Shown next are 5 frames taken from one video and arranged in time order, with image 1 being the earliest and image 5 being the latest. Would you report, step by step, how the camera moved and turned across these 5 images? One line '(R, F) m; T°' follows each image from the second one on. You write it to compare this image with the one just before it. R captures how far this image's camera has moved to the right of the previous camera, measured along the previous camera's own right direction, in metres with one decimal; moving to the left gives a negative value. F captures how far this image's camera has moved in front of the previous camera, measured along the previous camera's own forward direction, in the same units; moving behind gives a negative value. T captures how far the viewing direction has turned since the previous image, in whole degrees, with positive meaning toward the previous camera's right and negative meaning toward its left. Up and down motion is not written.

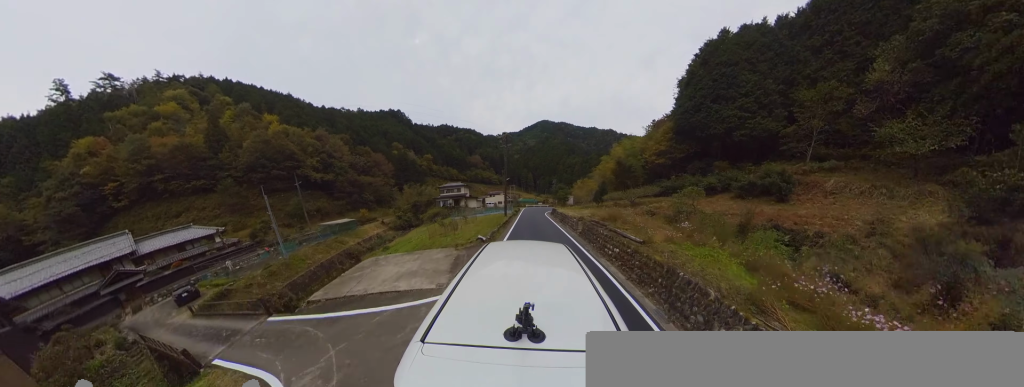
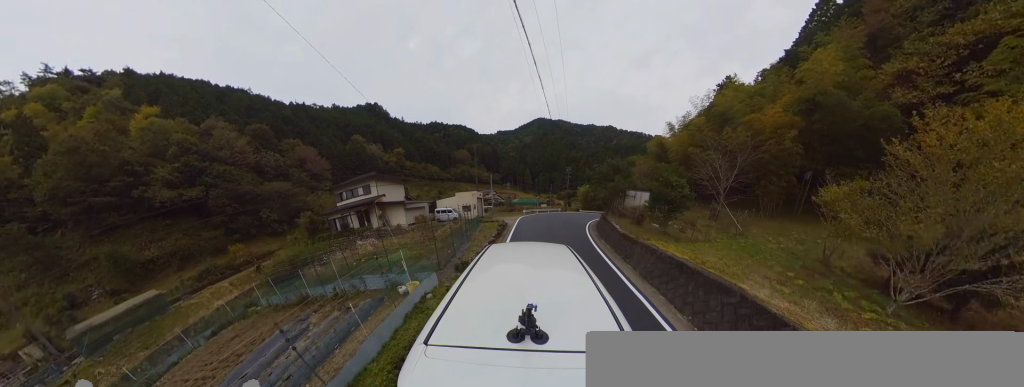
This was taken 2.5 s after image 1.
(+0.7, +26.3) m; +8°
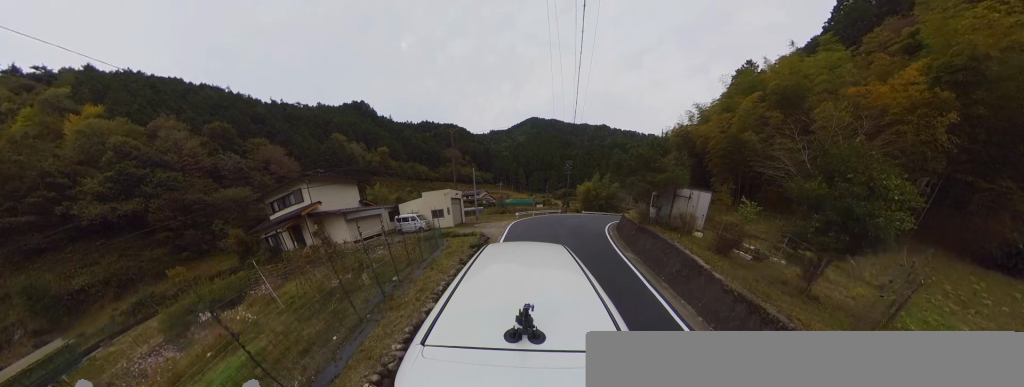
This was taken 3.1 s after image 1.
(+0.6, +5.5) m; +7°
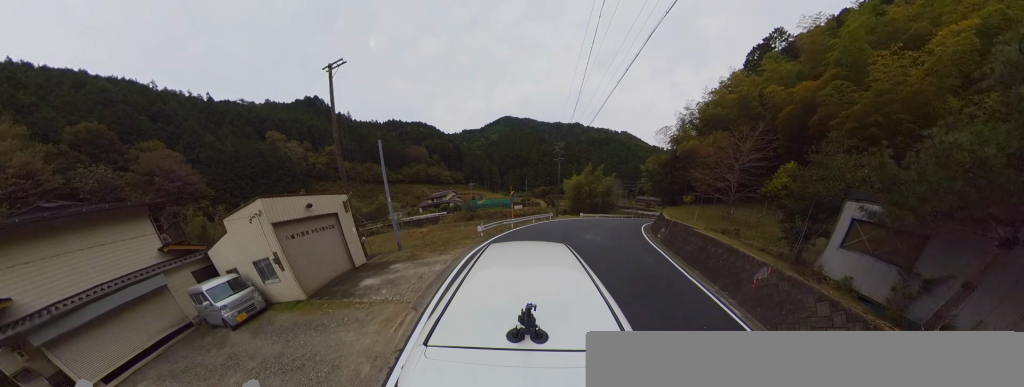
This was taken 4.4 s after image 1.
(+1.3, +10.7) m; +18°
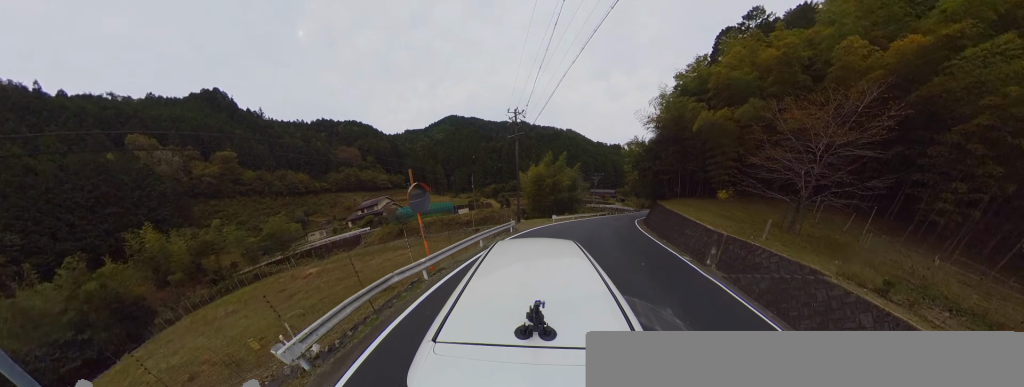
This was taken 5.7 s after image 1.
(+2.1, +9.7) m; +18°
